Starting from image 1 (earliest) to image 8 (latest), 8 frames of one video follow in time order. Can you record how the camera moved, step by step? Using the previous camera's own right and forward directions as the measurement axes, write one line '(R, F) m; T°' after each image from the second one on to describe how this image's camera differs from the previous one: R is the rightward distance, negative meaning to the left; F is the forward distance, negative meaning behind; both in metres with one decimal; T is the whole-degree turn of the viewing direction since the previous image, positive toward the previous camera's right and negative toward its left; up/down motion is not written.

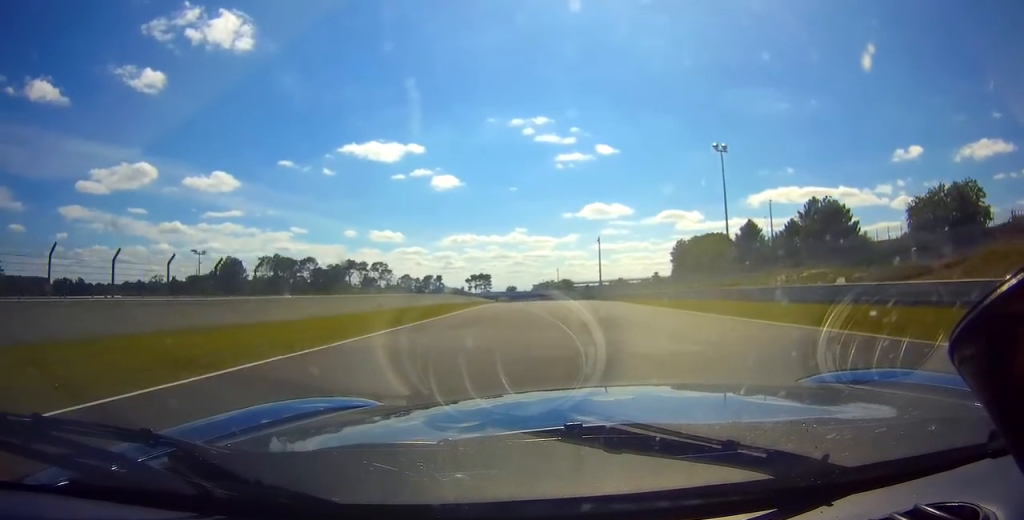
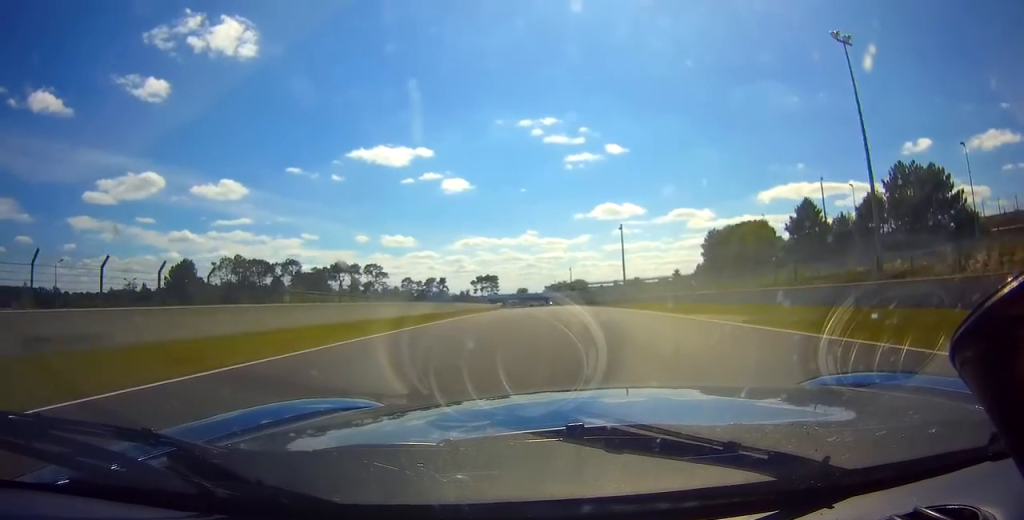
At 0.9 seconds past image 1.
(-0.1, +30.4) m; -1°
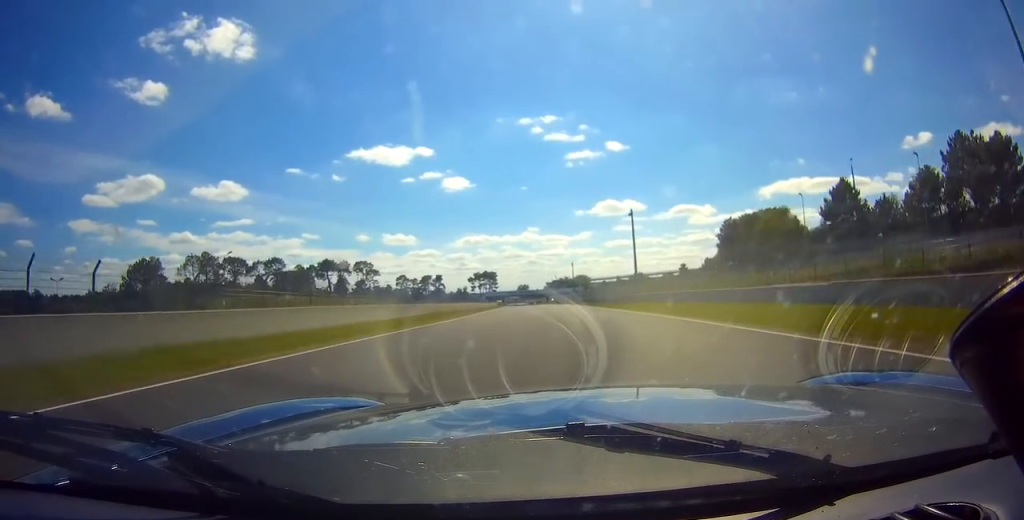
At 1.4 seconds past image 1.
(+0.1, +16.5) m; -1°
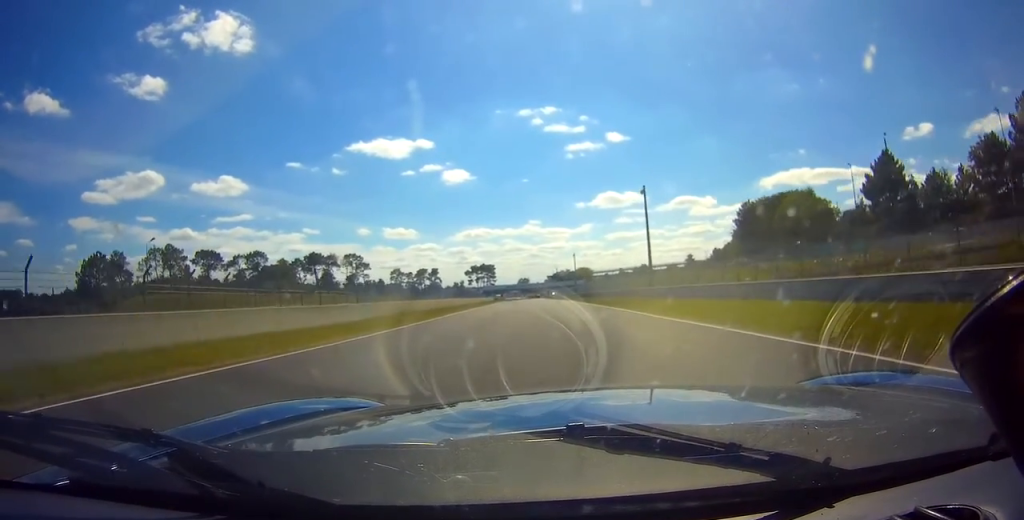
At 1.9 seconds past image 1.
(-0.2, +15.6) m; -1°
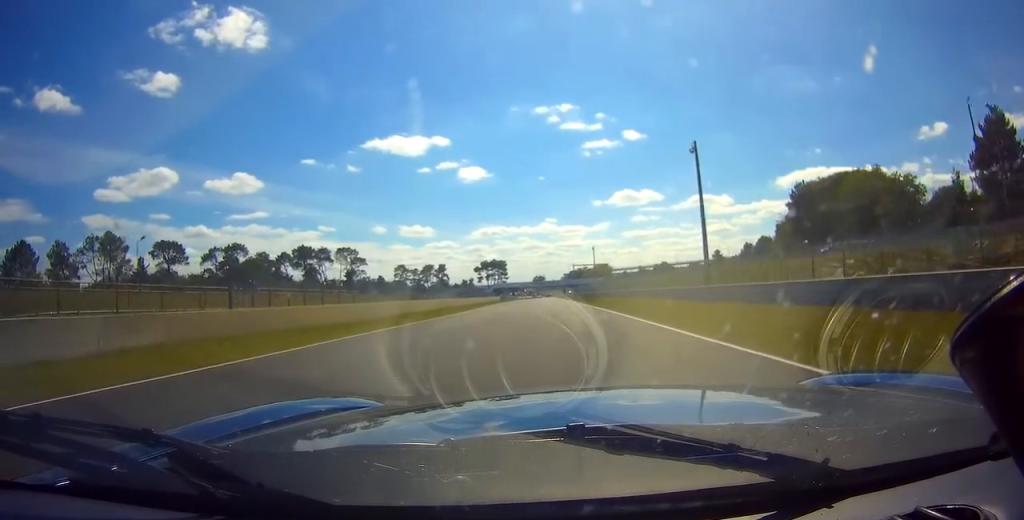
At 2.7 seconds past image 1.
(-0.4, +25.7) m; -1°
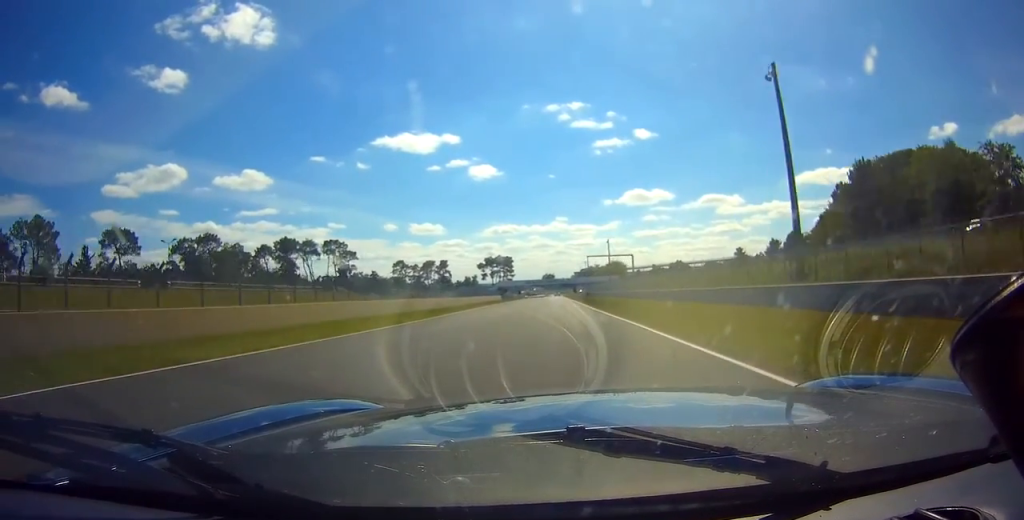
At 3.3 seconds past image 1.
(-0.1, +22.5) m; 0°
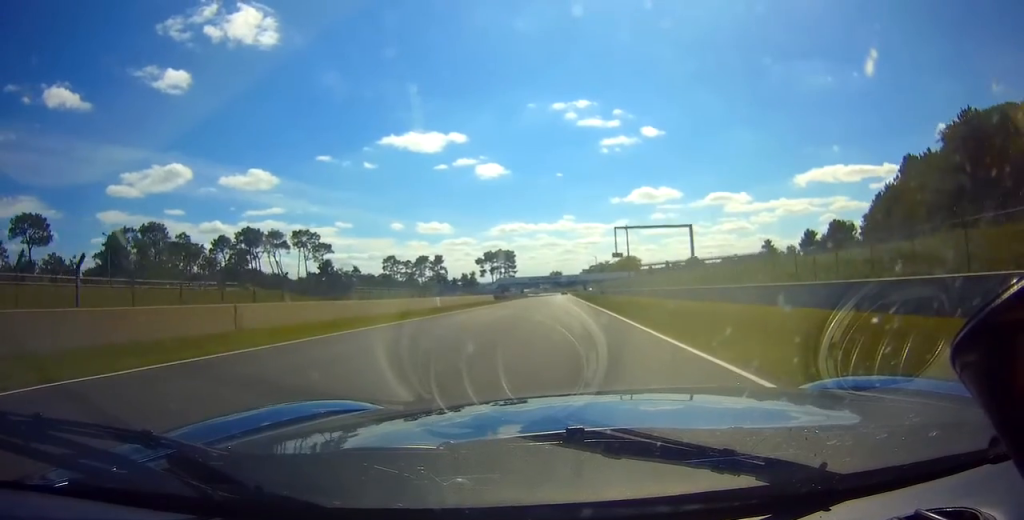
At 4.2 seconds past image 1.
(-0.1, +30.3) m; 0°
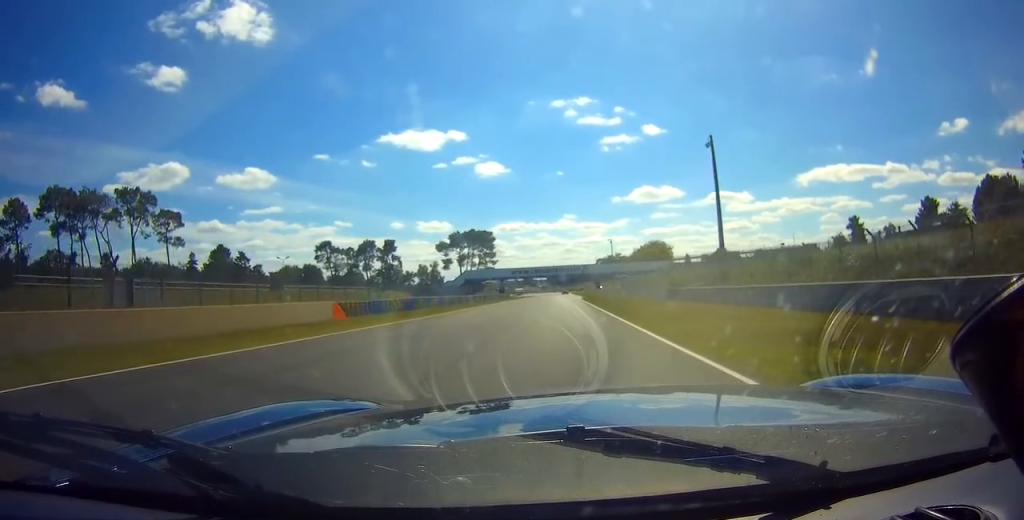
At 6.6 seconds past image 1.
(-0.5, +79.7) m; -1°
